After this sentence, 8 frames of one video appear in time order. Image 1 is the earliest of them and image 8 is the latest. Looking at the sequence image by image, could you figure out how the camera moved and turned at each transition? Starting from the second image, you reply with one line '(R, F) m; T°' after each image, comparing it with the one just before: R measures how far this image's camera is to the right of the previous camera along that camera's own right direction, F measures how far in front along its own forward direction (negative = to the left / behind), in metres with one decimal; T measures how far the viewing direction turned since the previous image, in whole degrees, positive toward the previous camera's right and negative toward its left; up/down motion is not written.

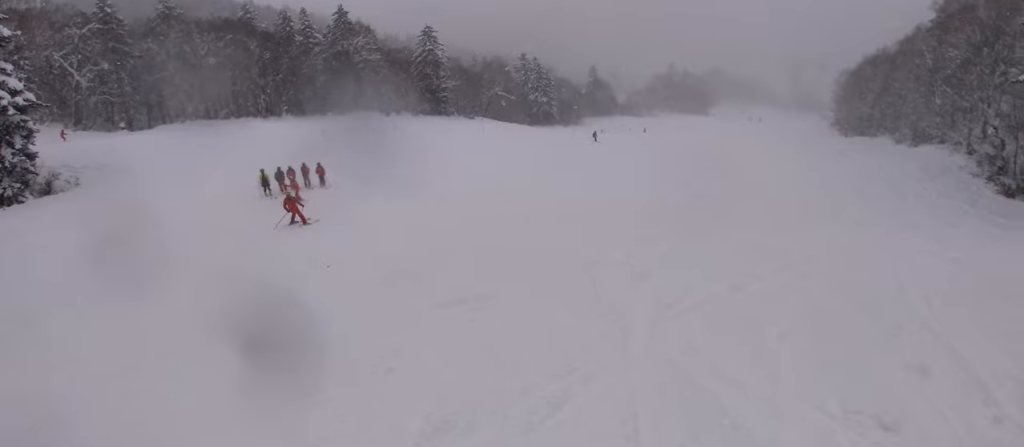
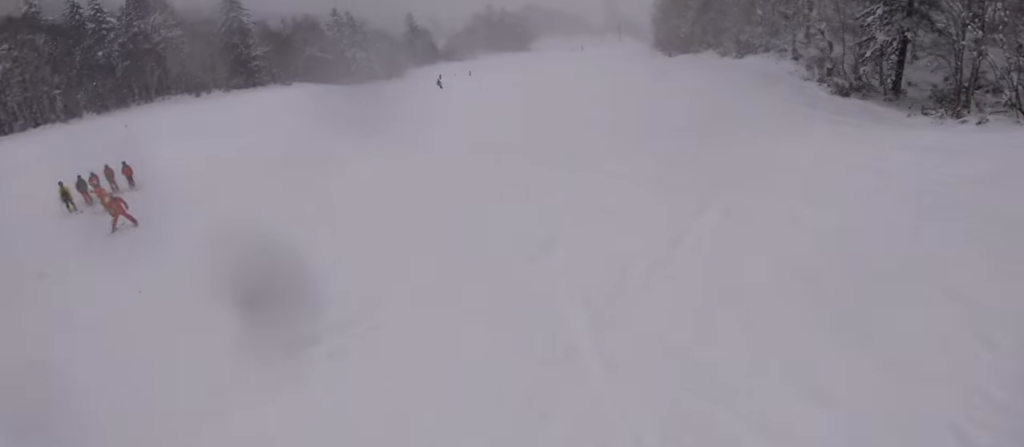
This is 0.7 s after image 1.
(+0.3, +2.4) m; +22°
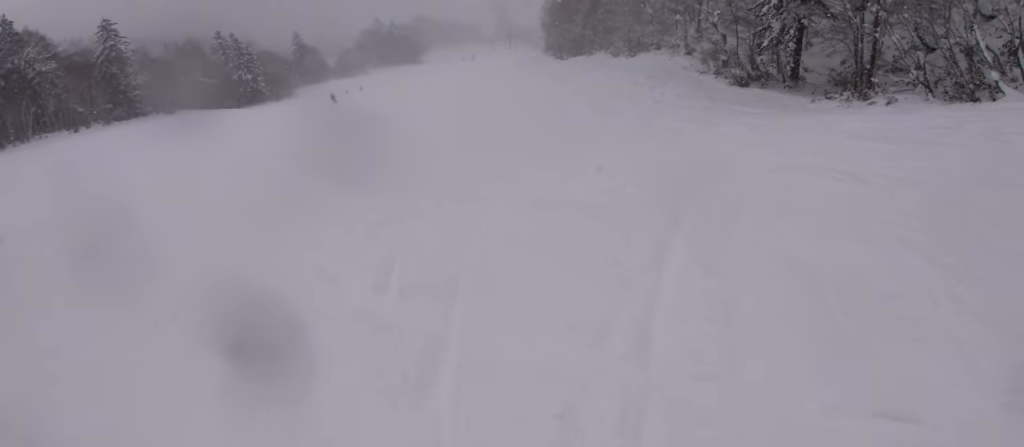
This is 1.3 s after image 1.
(0.0, +2.0) m; +12°
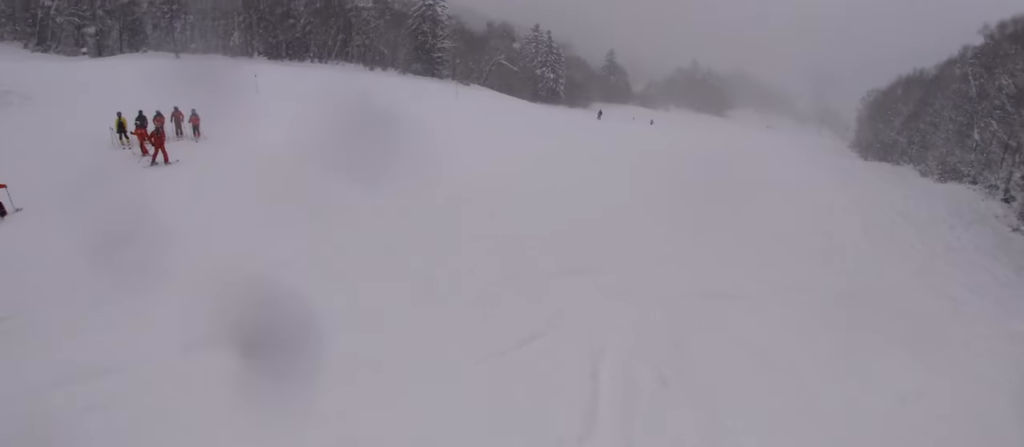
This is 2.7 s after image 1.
(+0.3, +5.1) m; -15°
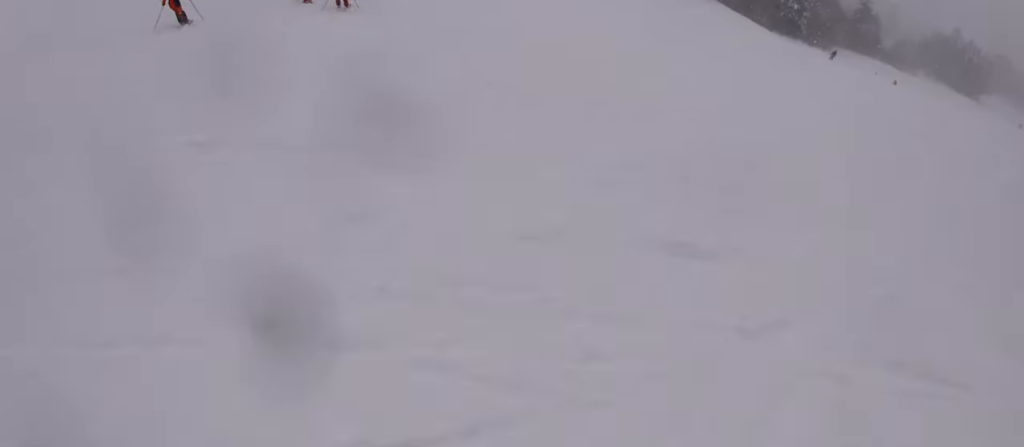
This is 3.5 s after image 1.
(-0.6, +3.3) m; -10°
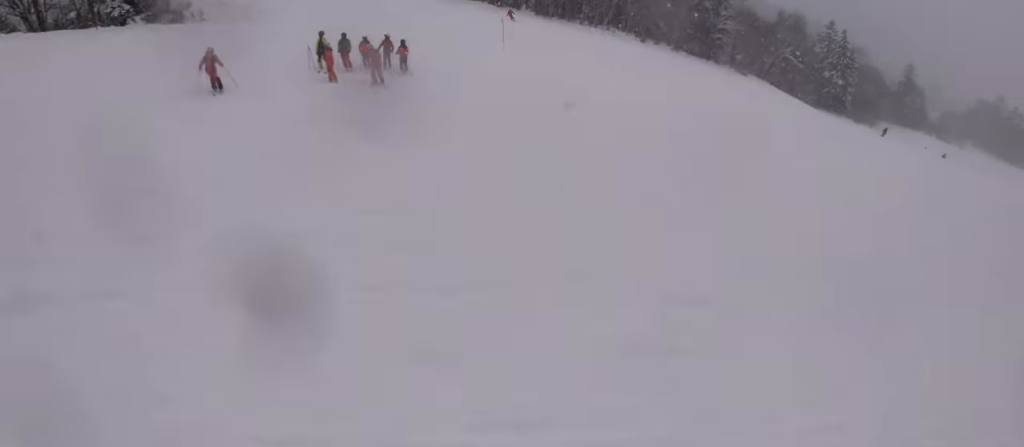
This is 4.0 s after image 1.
(0.0, +2.4) m; 0°
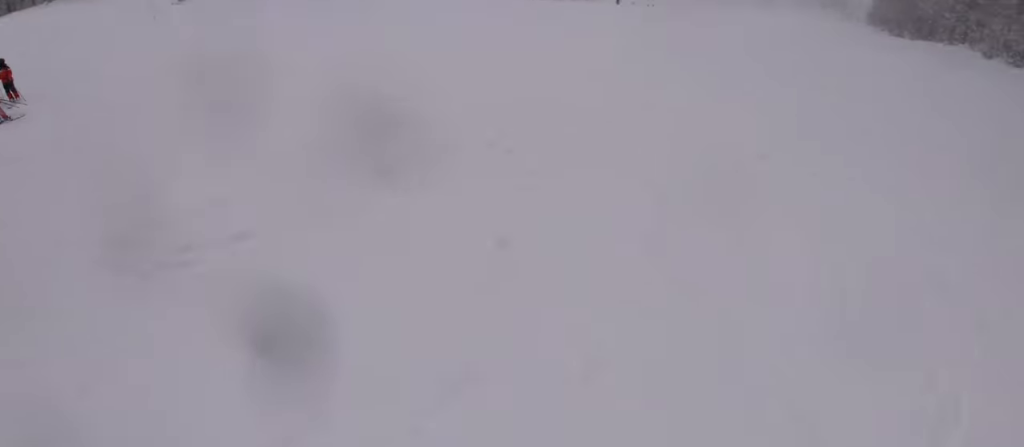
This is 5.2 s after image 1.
(0.0, +5.3) m; +1°
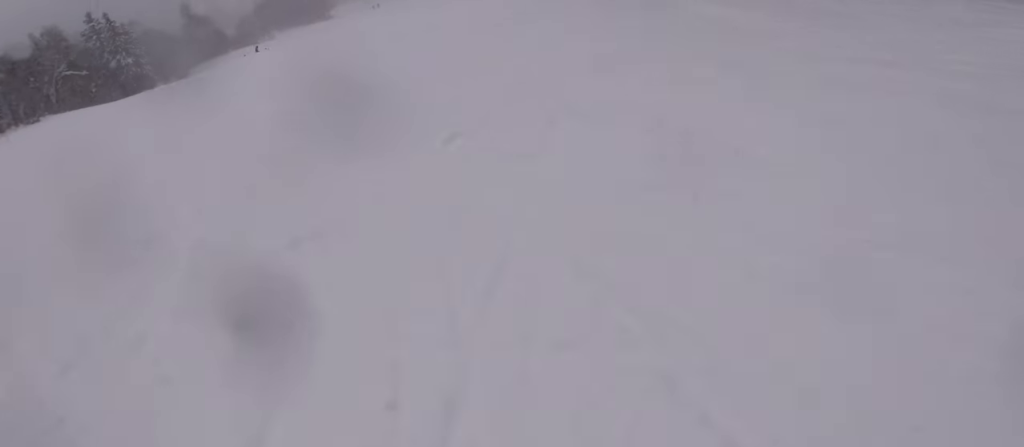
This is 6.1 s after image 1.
(-0.1, +4.2) m; +20°
